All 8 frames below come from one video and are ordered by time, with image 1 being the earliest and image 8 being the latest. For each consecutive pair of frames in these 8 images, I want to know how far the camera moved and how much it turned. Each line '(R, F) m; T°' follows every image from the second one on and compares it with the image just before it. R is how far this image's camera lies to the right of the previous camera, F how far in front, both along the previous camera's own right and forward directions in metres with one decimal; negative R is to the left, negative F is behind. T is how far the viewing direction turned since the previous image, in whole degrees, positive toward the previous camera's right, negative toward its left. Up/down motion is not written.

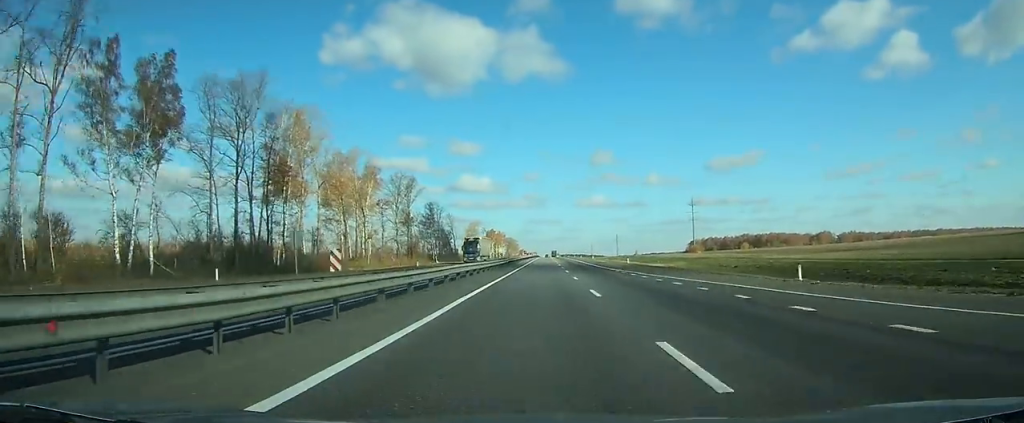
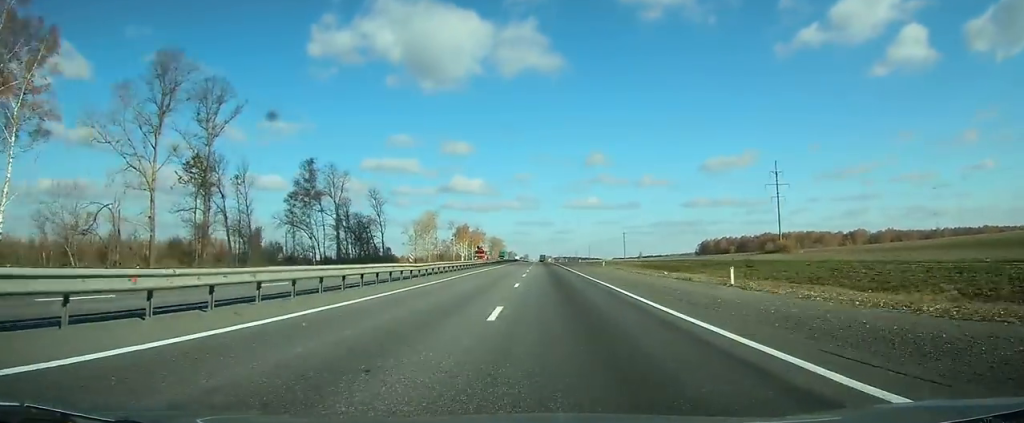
(+1.2, +99.1) m; +1°
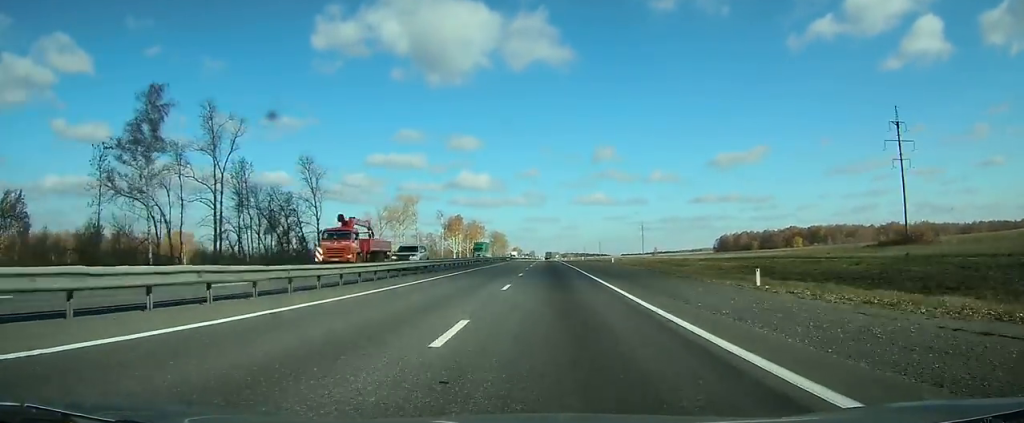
(-0.3, +53.0) m; -1°
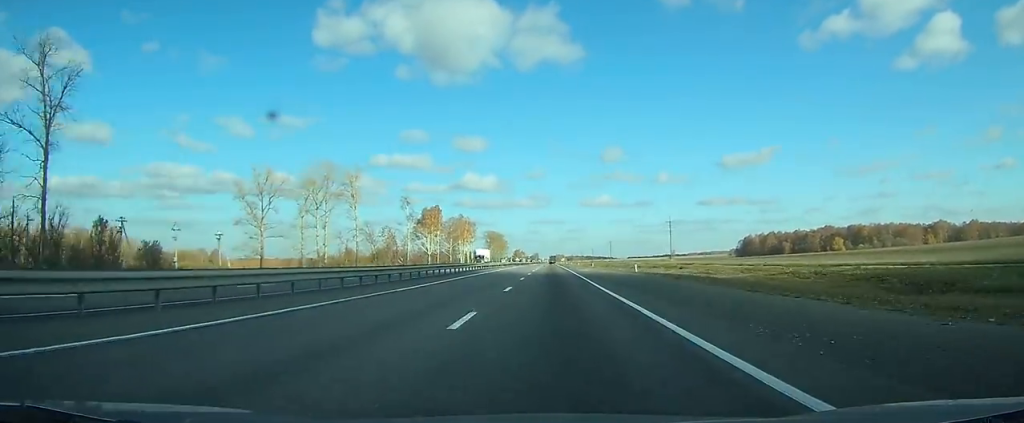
(-0.5, +70.7) m; 0°
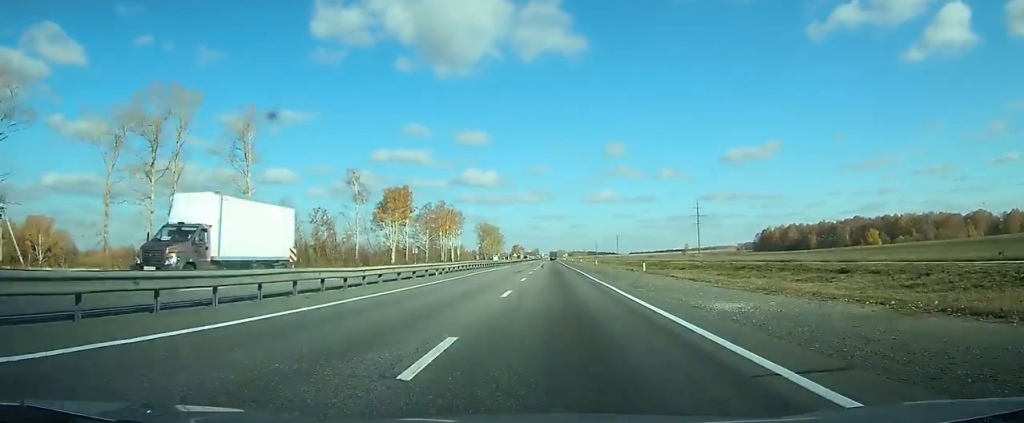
(+0.1, +50.2) m; 0°
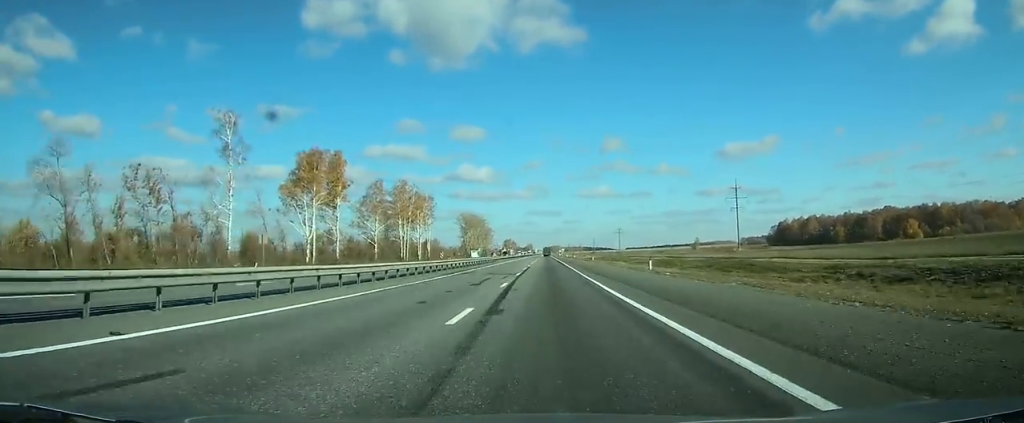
(+0.2, +52.7) m; 0°
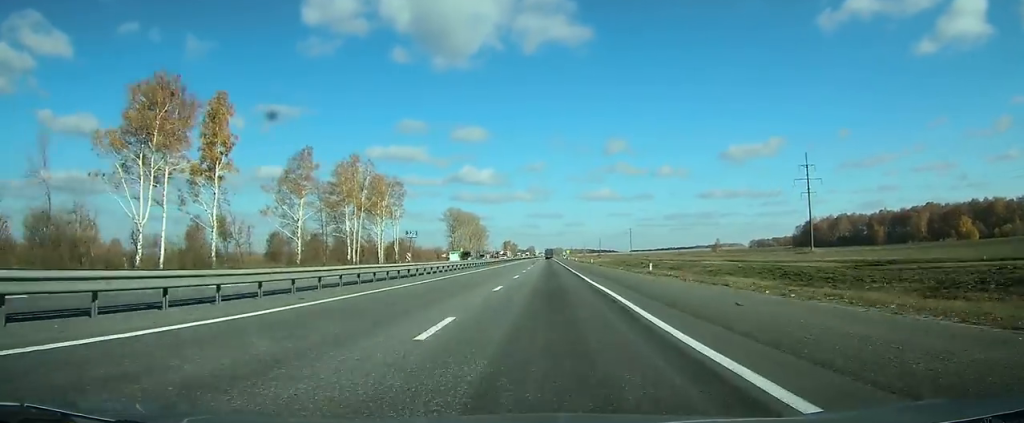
(-0.1, +51.2) m; 0°
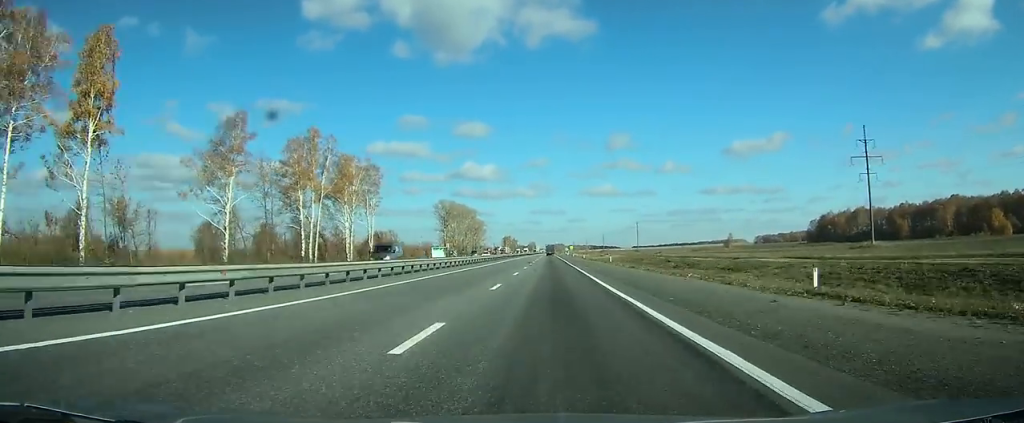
(0.0, +26.4) m; 0°
